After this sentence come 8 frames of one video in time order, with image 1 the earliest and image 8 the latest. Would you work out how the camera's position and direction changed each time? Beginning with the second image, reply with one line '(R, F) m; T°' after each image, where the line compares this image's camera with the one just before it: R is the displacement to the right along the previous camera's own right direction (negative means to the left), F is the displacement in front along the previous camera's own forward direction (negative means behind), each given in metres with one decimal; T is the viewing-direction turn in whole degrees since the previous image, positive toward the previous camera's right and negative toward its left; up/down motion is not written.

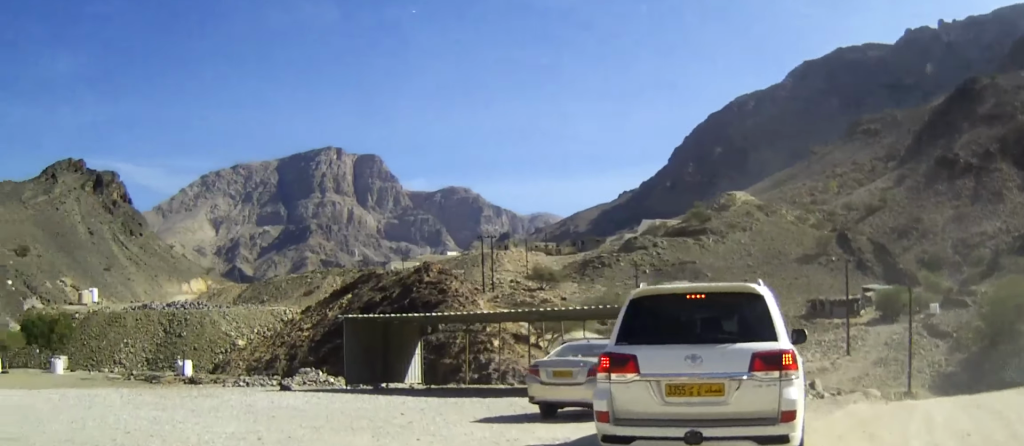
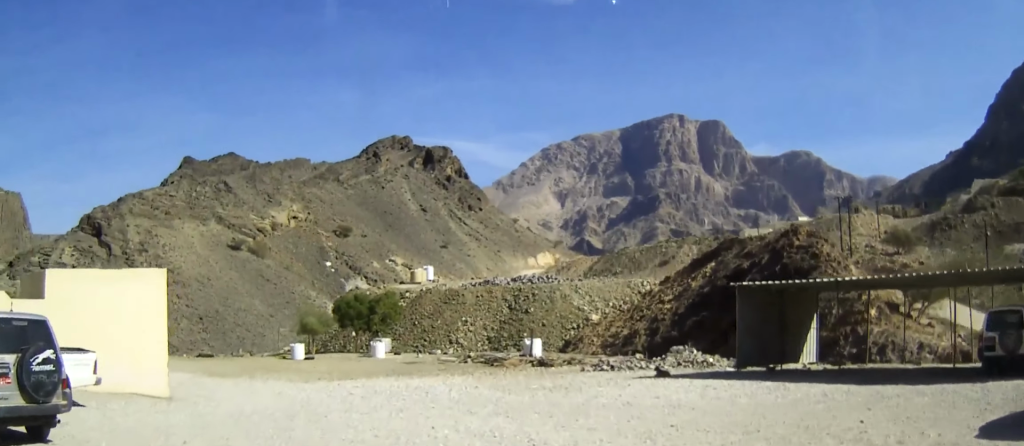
(-0.7, +4.3) m; -8°
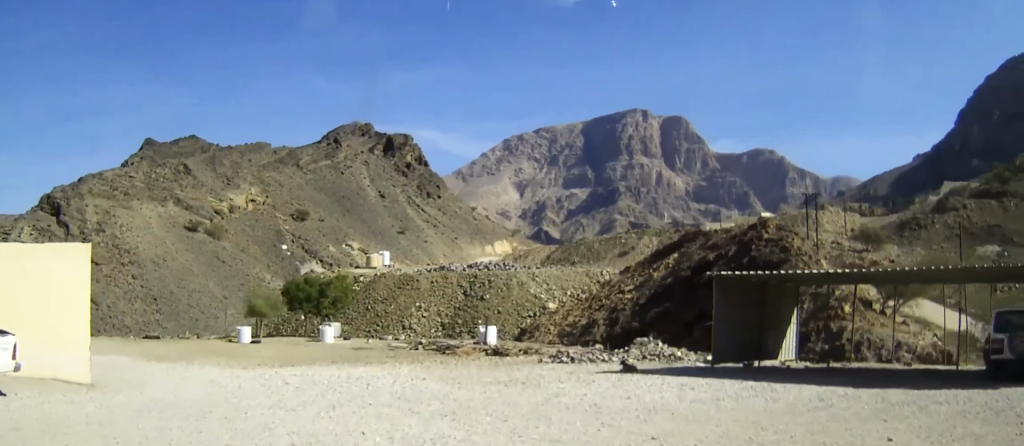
(+0.1, +2.0) m; +8°
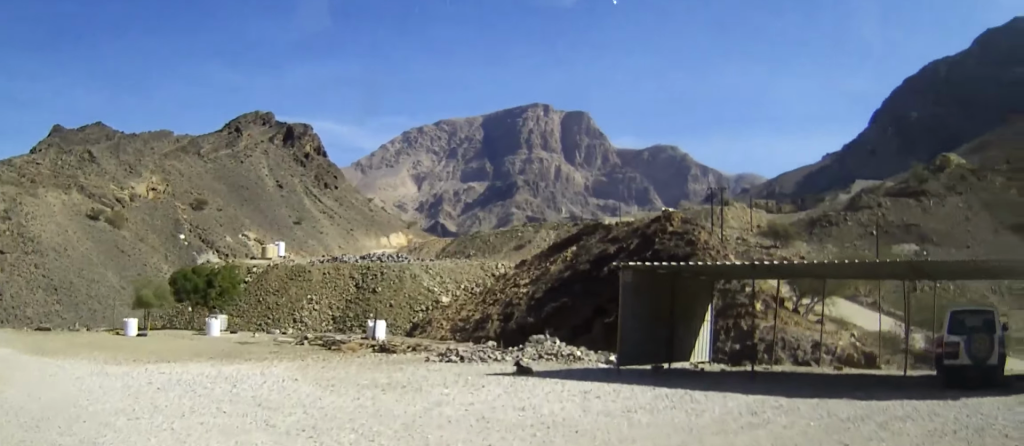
(+0.1, +1.9) m; +6°
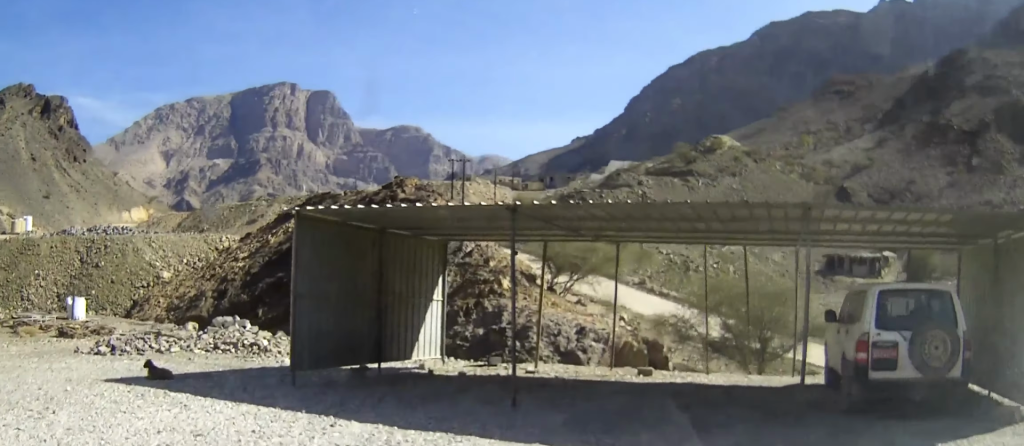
(+0.8, +6.3) m; +6°
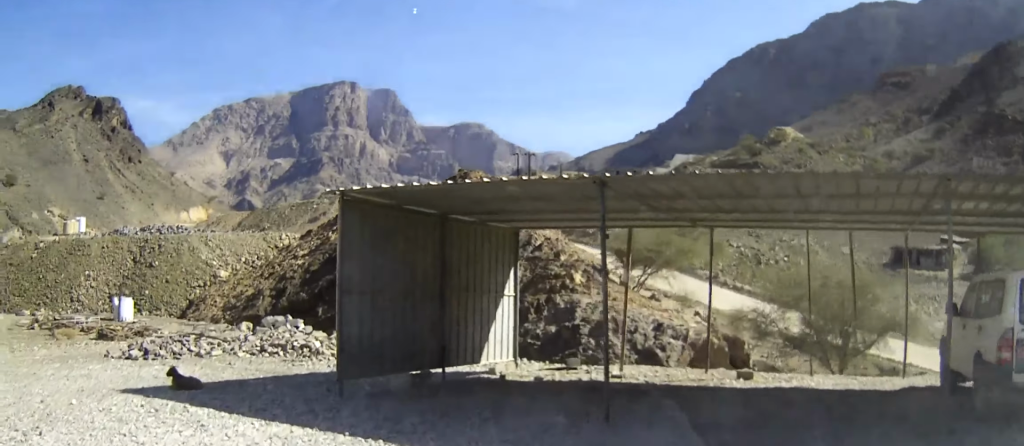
(0.0, +1.8) m; -6°
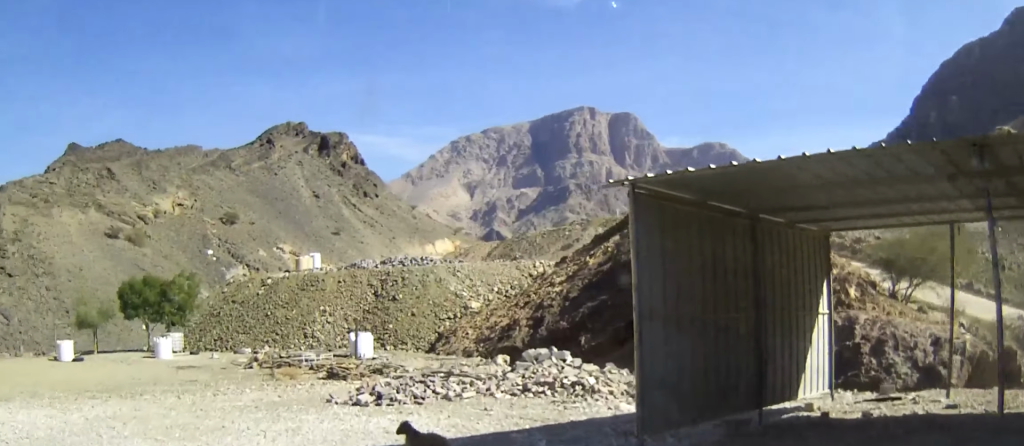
(-0.3, +2.5) m; -13°
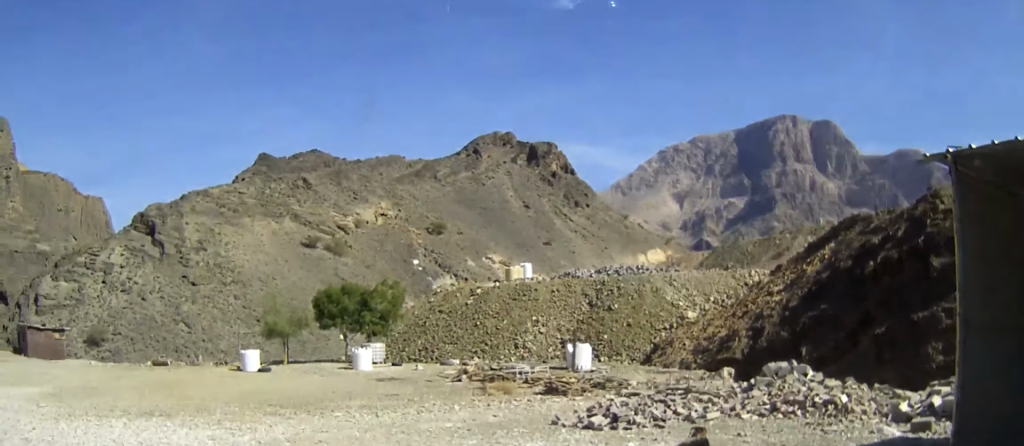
(-0.4, +2.4) m; -9°
